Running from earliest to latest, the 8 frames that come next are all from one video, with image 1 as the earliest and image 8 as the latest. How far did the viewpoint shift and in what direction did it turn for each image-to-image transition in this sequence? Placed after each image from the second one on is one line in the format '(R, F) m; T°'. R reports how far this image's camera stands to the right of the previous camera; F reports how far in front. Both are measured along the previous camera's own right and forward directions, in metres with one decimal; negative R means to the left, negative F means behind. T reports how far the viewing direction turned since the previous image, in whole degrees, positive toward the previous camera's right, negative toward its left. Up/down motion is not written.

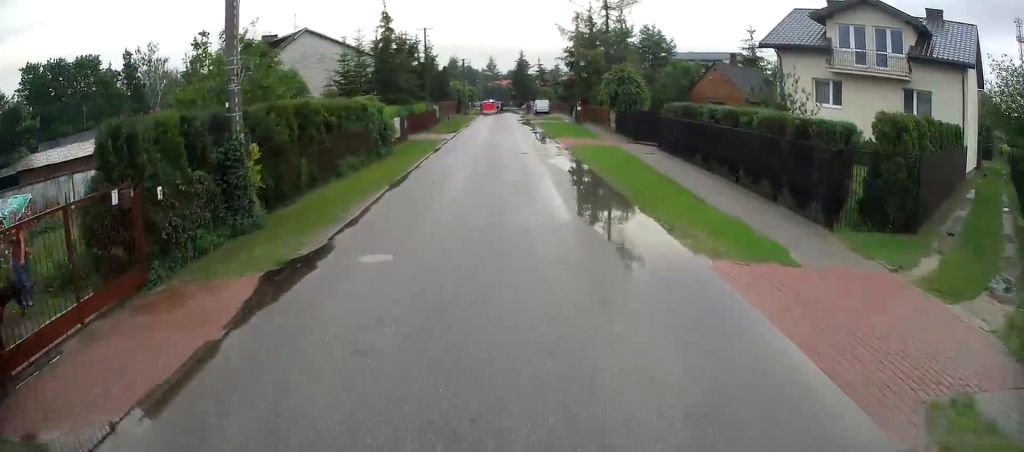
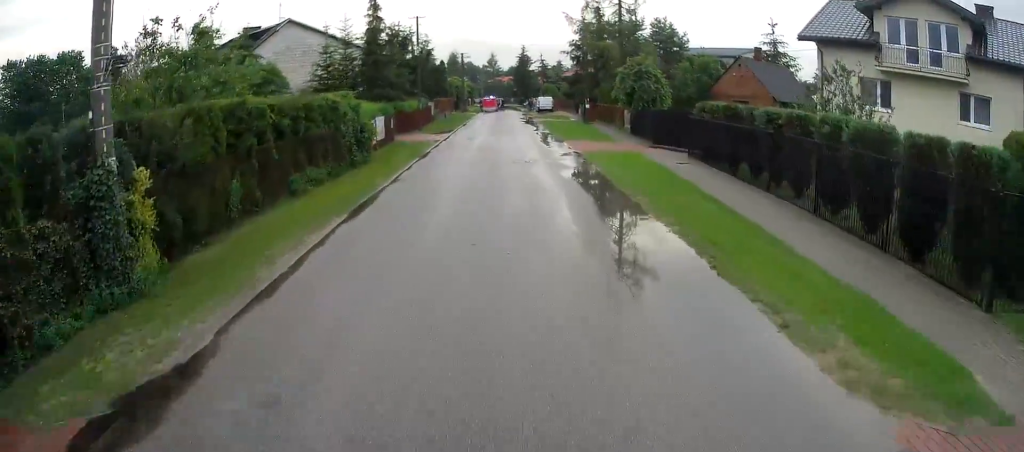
(0.0, +4.4) m; 0°
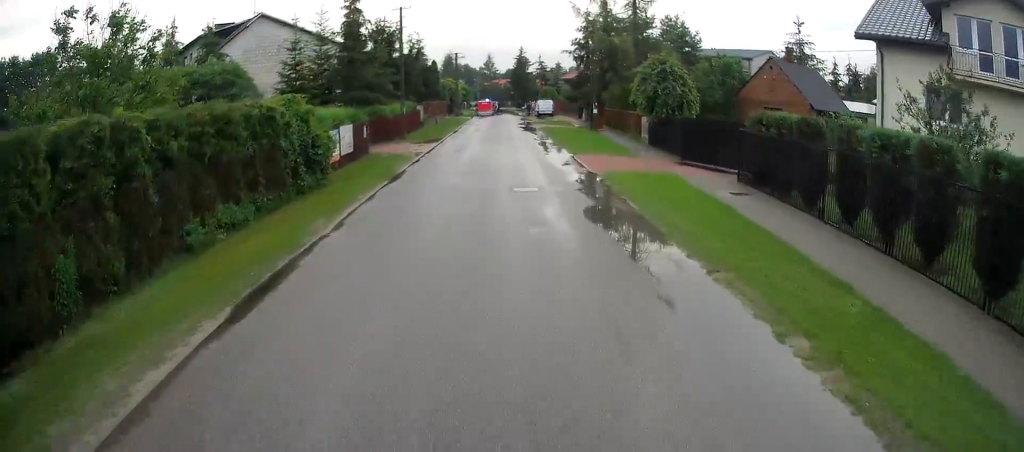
(-0.1, +5.2) m; 0°
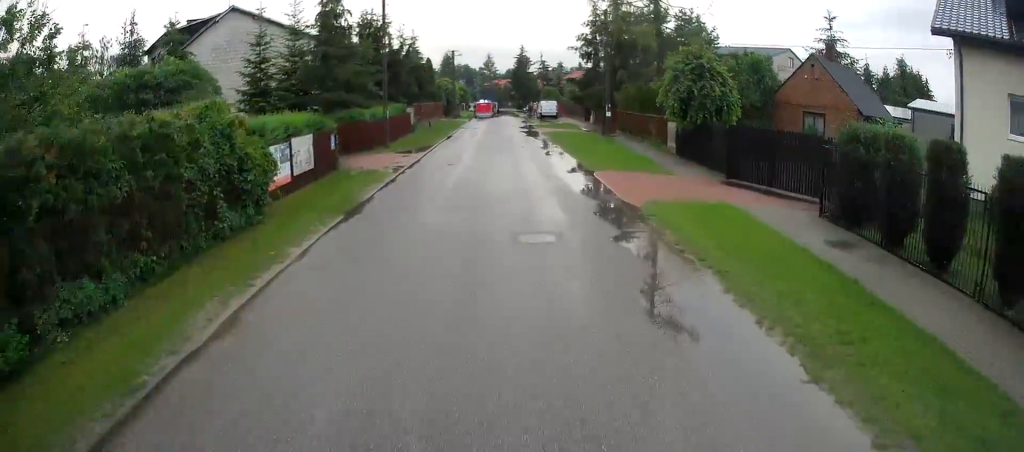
(-0.1, +4.9) m; 0°
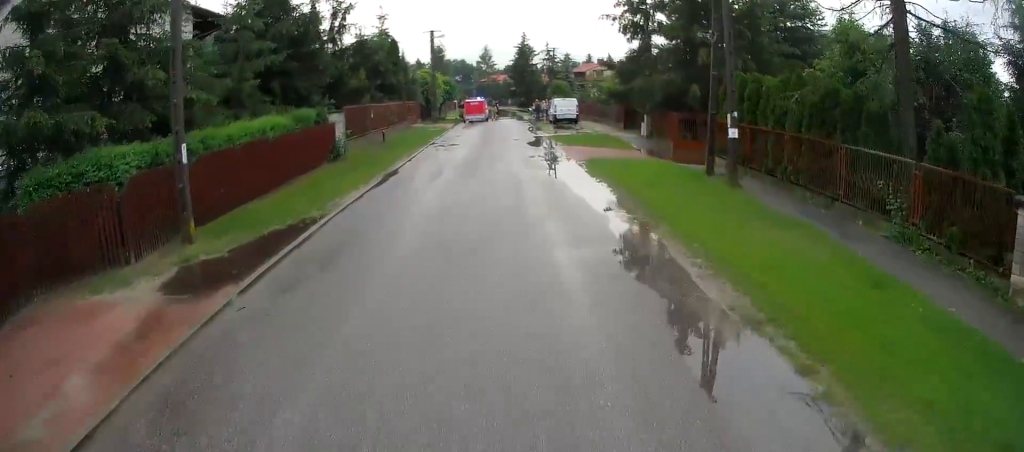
(0.0, +19.0) m; -1°
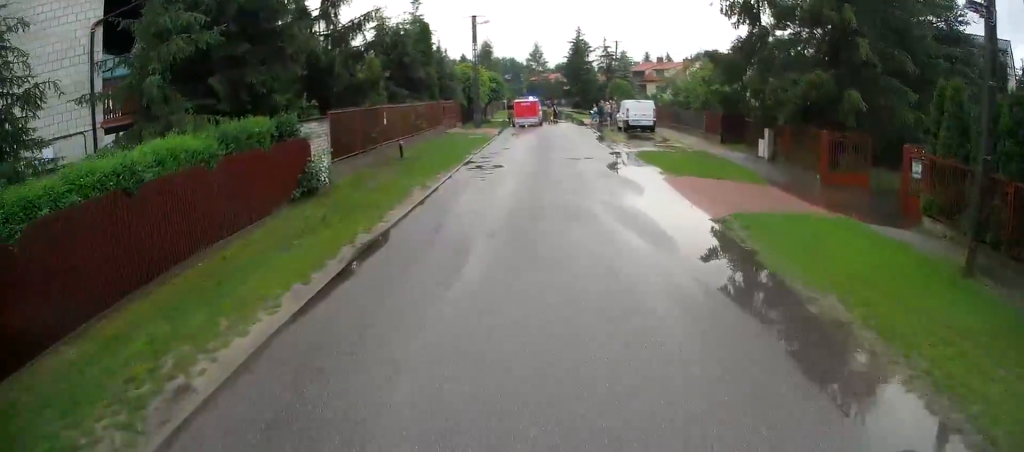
(-0.1, +9.5) m; -1°
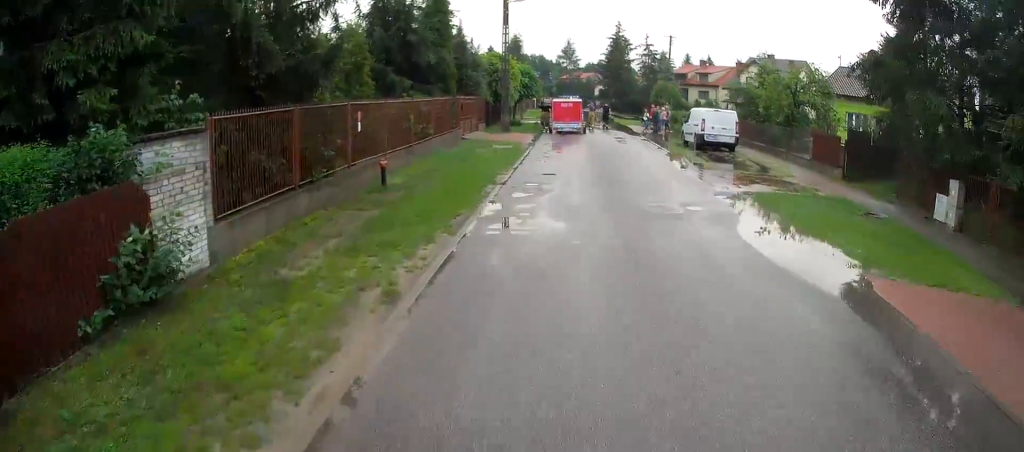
(-0.1, +9.7) m; -2°
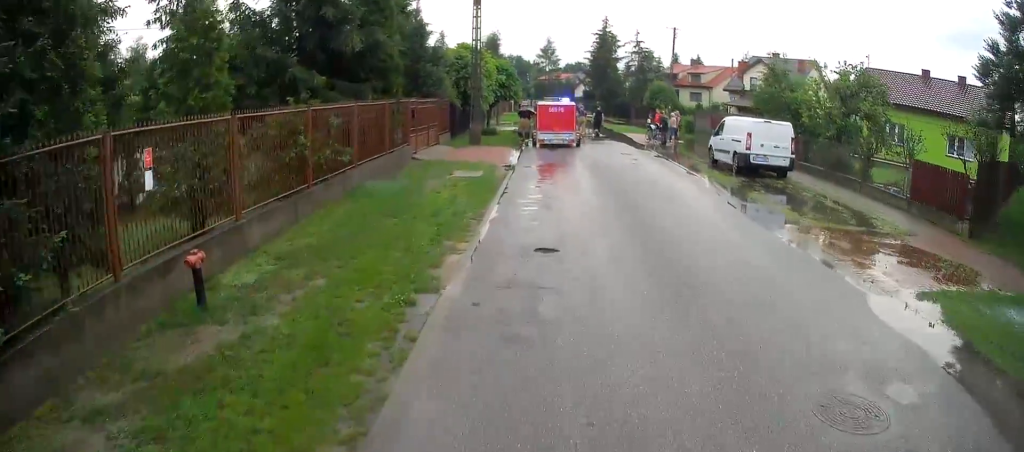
(-0.2, +8.7) m; +1°
